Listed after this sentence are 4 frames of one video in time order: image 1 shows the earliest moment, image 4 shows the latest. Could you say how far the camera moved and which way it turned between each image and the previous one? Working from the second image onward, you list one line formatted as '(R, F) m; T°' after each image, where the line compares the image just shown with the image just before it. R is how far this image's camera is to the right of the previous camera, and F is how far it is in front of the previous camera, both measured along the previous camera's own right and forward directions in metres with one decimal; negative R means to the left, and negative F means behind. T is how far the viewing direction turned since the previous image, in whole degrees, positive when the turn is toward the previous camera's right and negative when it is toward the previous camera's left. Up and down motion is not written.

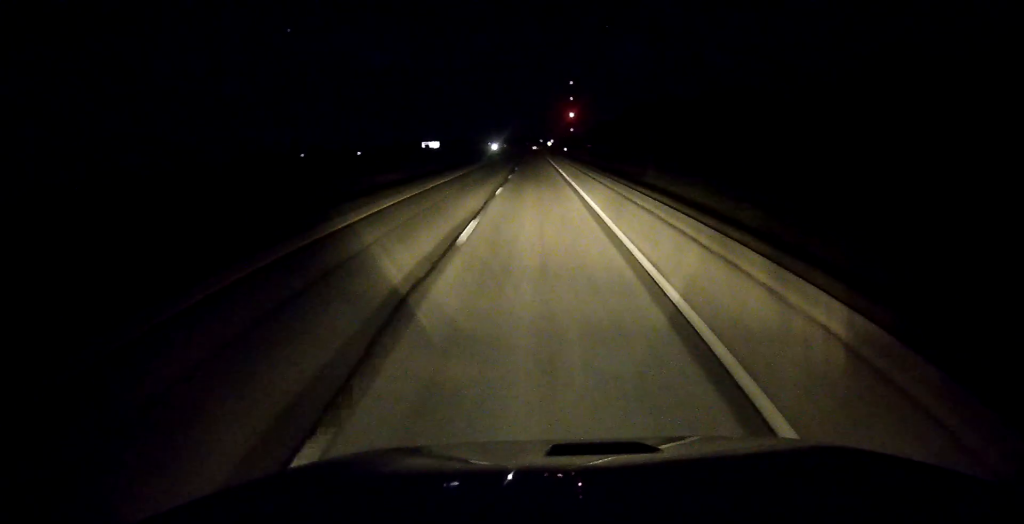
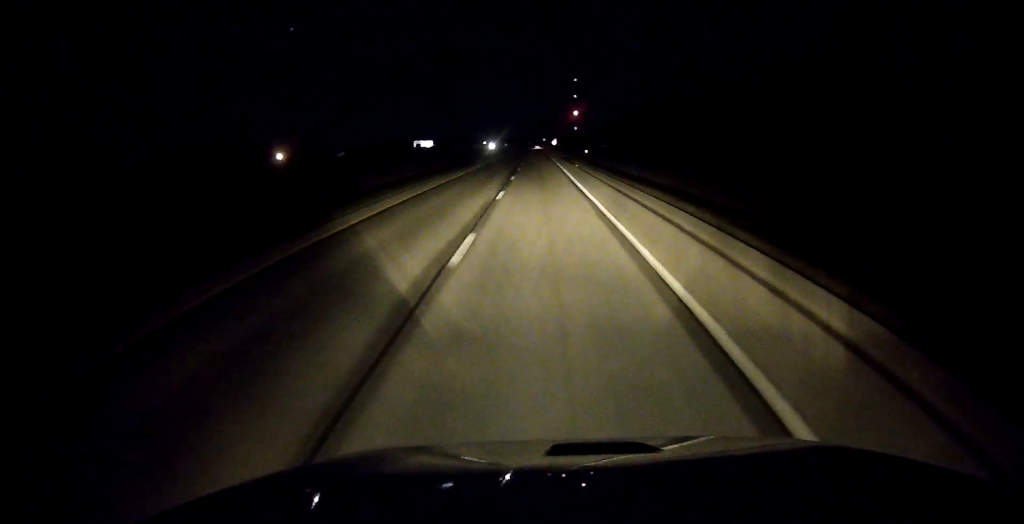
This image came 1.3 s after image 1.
(0.0, +38.6) m; 0°
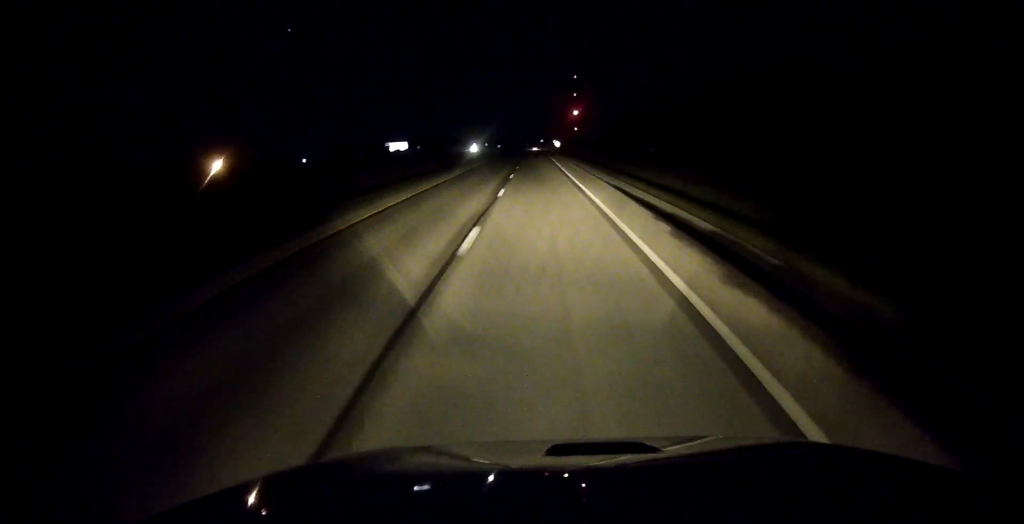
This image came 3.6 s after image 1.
(0.0, +71.2) m; 0°
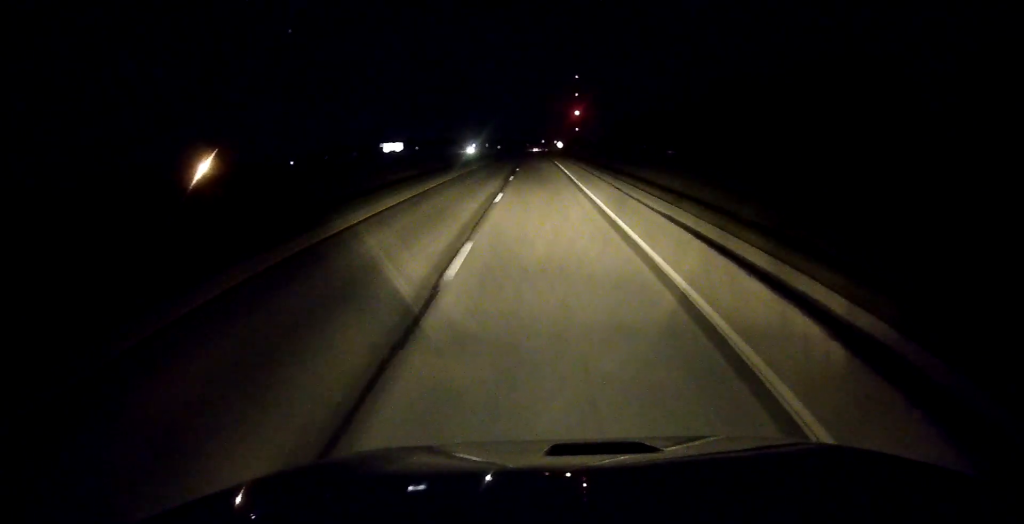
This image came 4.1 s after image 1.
(0.0, +14.2) m; 0°
